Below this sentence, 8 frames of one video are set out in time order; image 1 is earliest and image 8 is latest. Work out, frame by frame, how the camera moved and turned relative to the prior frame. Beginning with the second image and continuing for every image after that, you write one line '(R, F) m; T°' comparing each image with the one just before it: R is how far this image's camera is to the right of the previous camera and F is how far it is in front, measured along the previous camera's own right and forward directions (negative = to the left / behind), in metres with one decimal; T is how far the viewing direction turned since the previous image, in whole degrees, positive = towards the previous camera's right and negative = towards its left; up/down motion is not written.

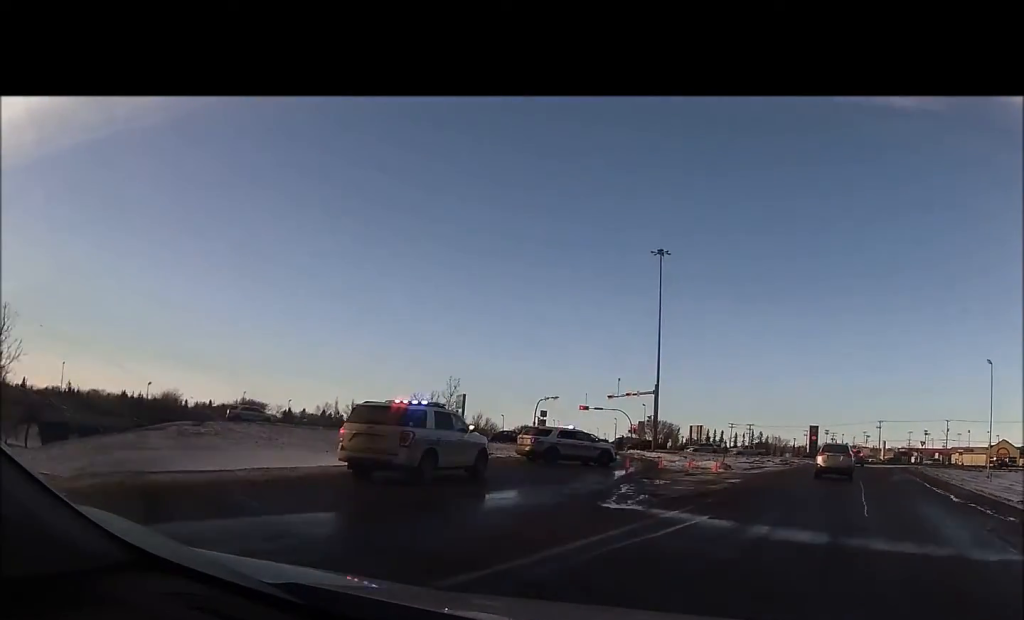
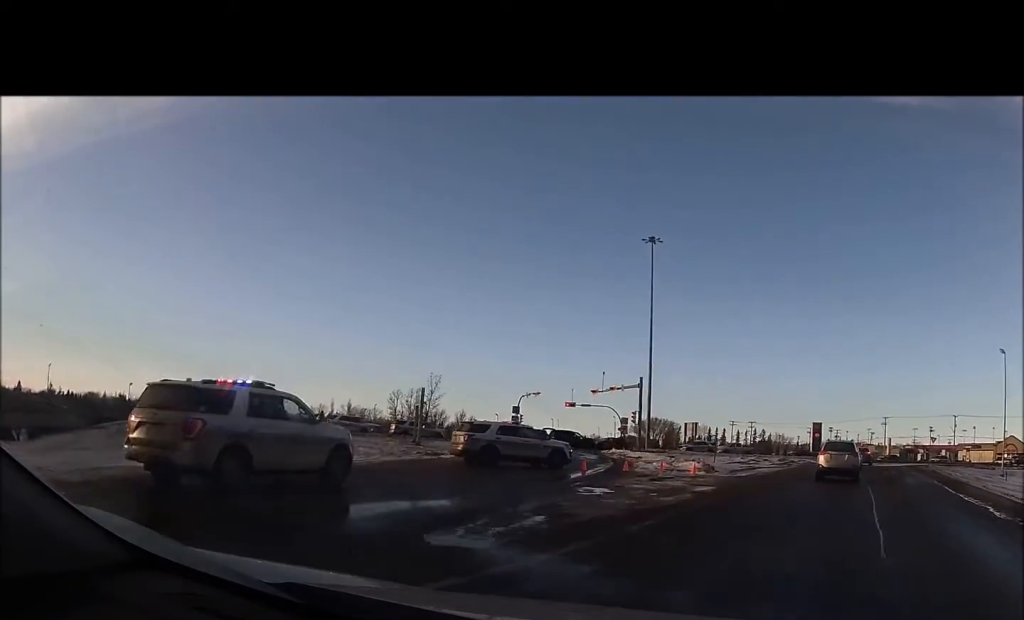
(+0.1, +5.0) m; 0°
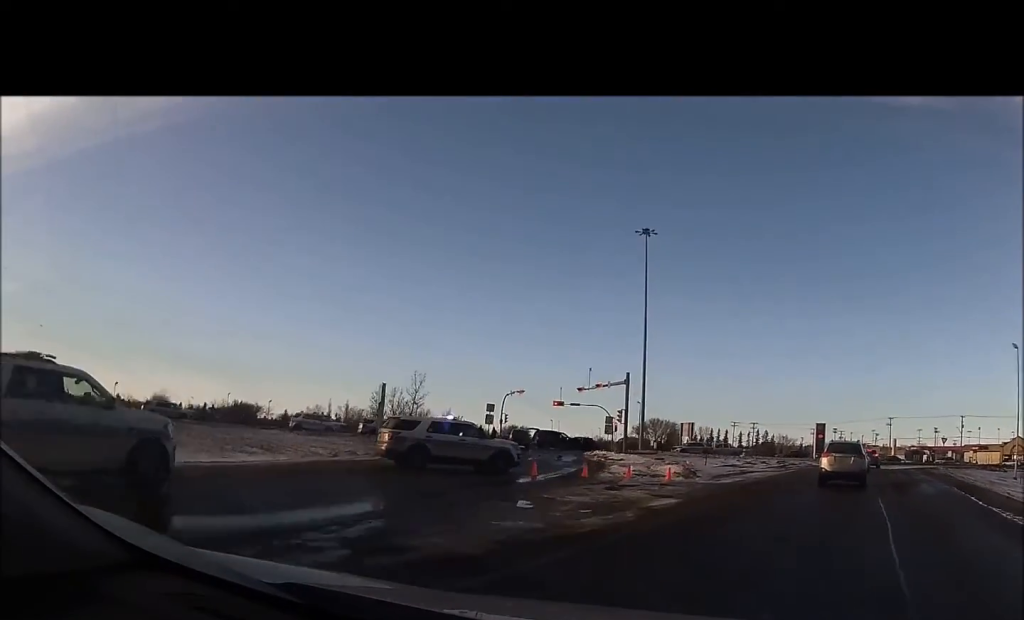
(+0.1, +5.1) m; 0°
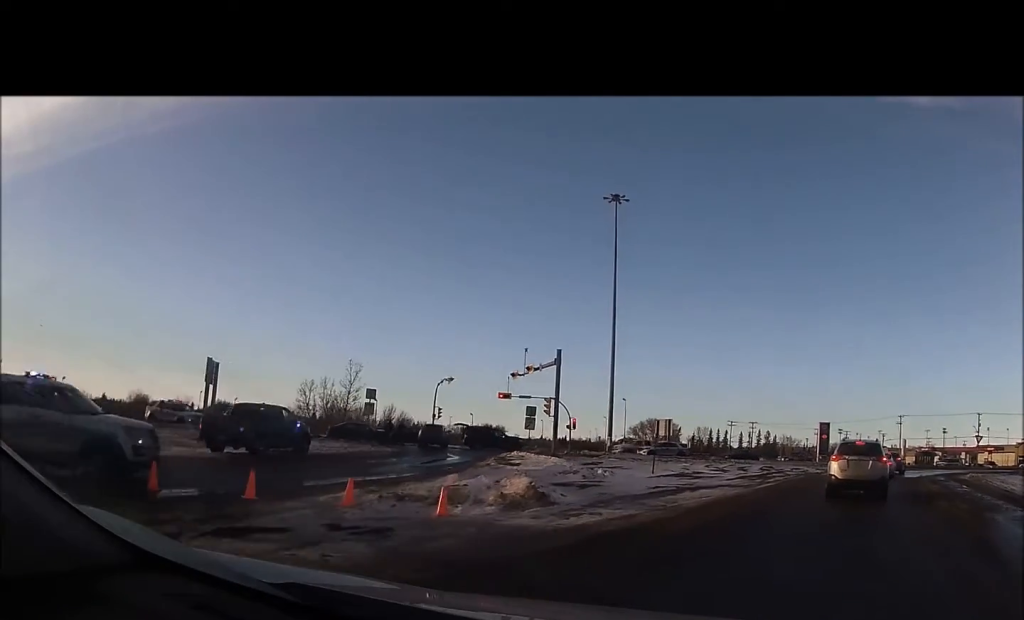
(-0.6, +14.6) m; -2°
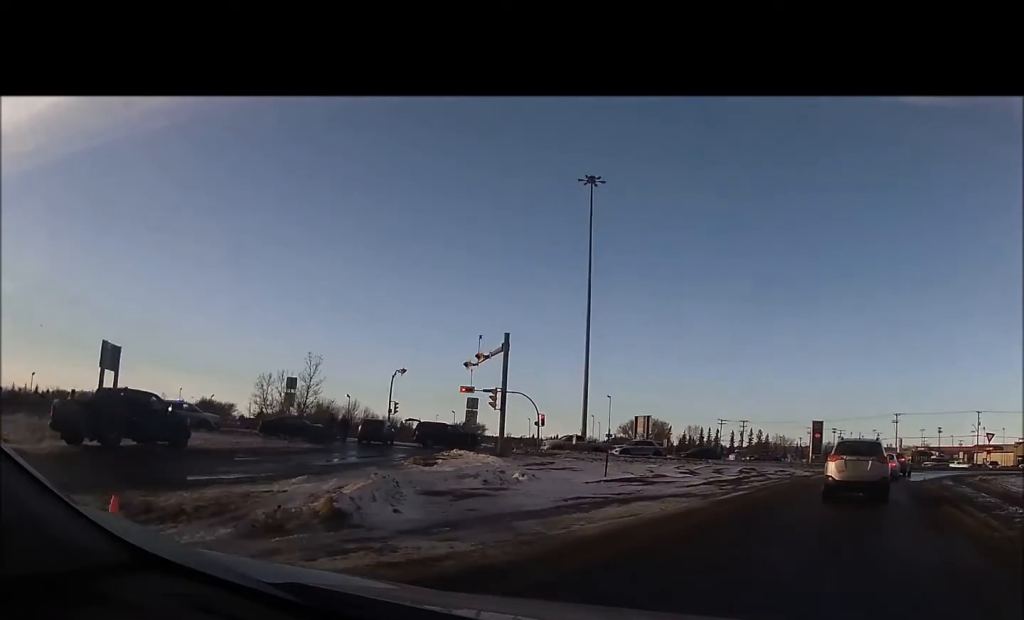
(+0.3, +5.6) m; +3°
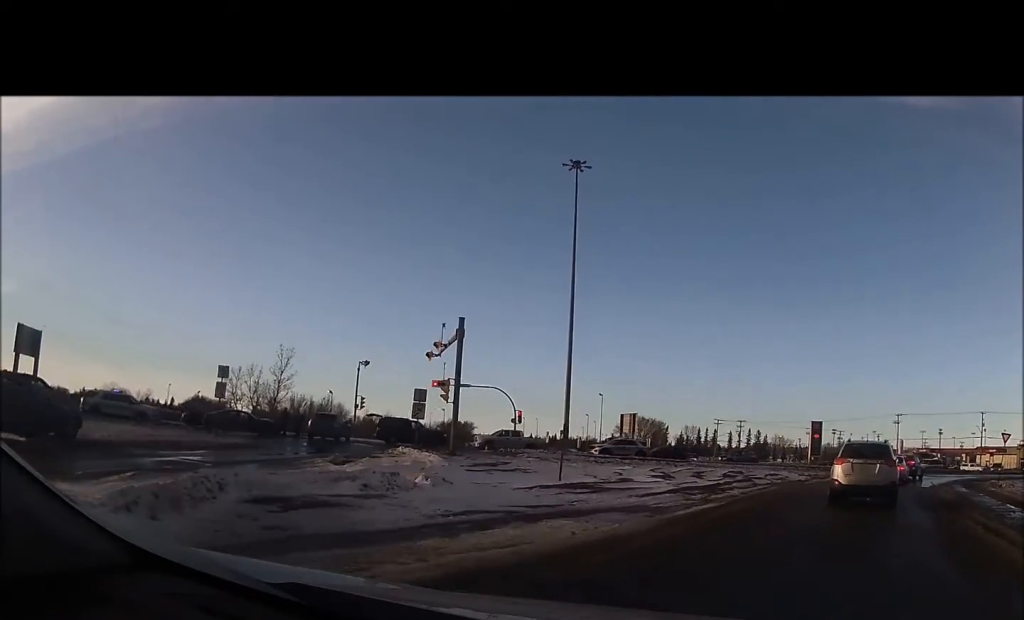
(+0.1, +4.2) m; +1°
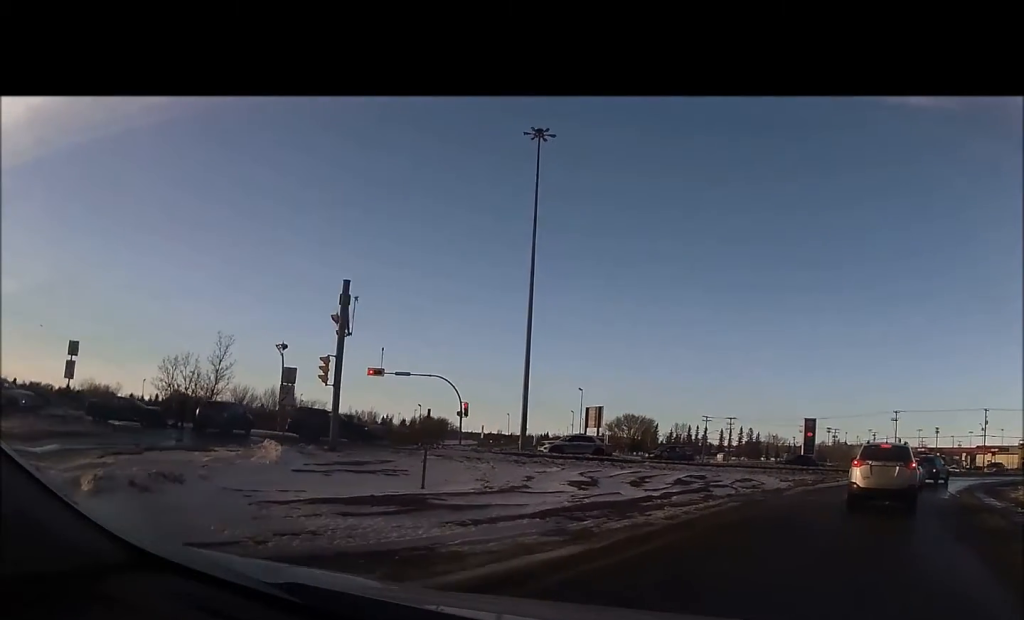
(0.0, +7.5) m; 0°
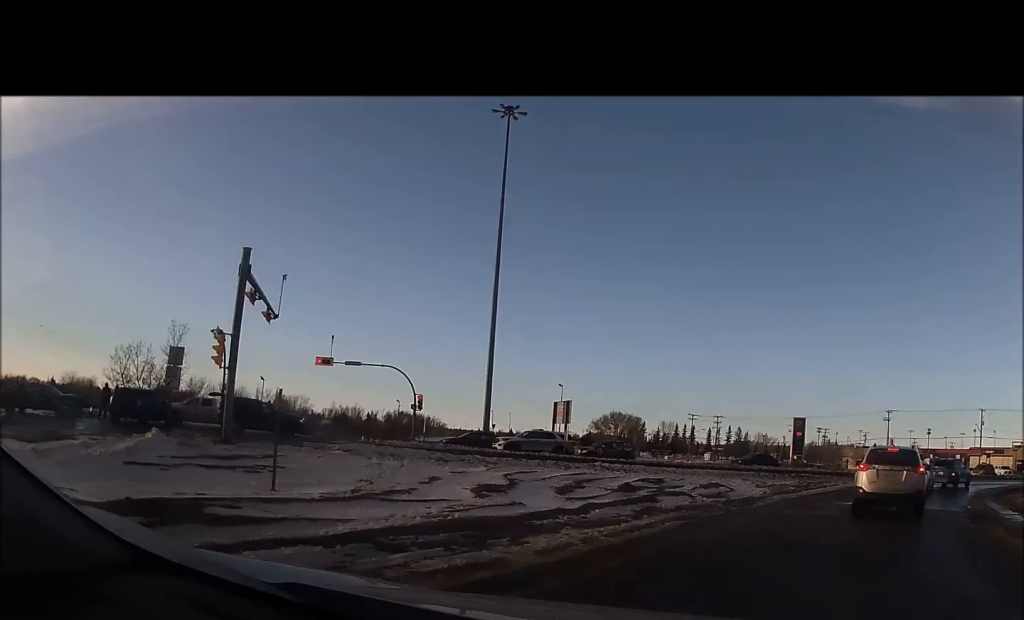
(0.0, +4.5) m; 0°
